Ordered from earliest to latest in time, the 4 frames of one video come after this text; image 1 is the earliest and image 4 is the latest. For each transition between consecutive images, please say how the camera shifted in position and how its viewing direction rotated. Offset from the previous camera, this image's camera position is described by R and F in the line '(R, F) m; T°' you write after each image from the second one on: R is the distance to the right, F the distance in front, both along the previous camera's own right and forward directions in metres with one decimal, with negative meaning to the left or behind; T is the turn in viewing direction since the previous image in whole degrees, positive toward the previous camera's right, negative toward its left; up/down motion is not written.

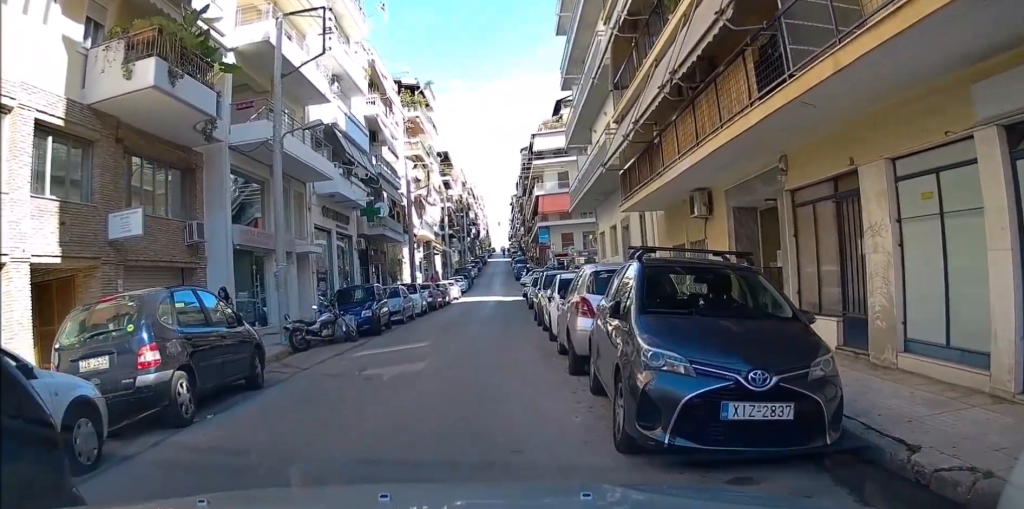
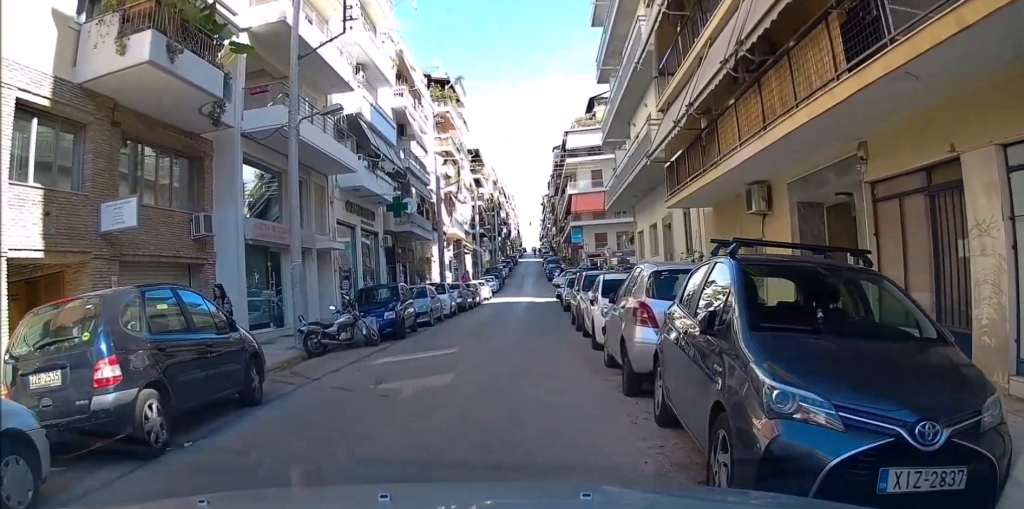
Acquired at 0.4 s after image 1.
(+0.2, +1.5) m; -2°
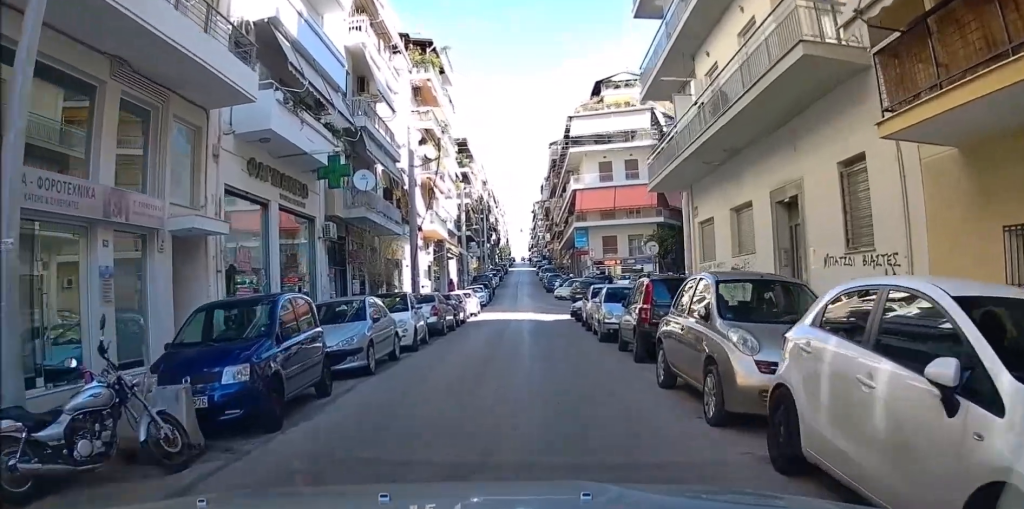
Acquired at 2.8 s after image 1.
(-1.8, +8.3) m; -12°
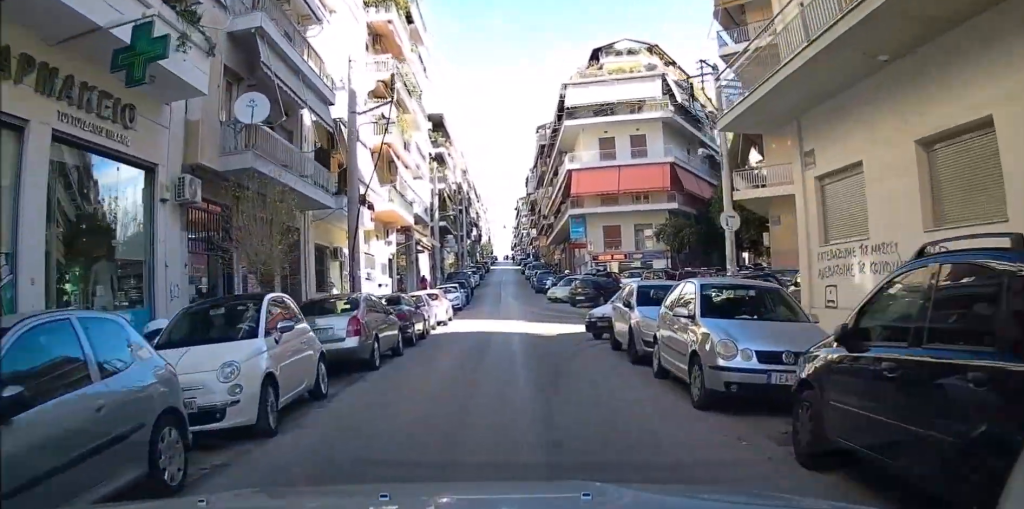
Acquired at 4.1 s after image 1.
(+0.1, +6.1) m; 0°
